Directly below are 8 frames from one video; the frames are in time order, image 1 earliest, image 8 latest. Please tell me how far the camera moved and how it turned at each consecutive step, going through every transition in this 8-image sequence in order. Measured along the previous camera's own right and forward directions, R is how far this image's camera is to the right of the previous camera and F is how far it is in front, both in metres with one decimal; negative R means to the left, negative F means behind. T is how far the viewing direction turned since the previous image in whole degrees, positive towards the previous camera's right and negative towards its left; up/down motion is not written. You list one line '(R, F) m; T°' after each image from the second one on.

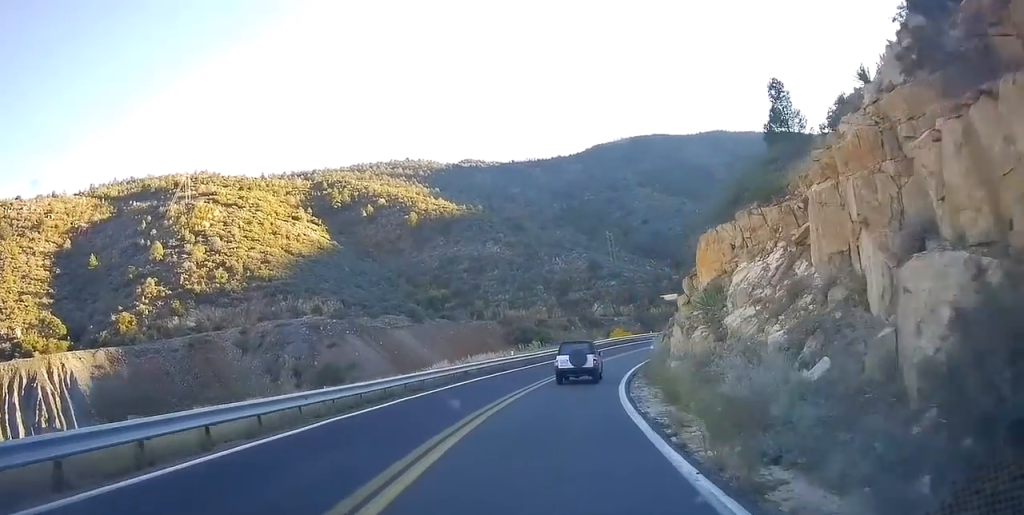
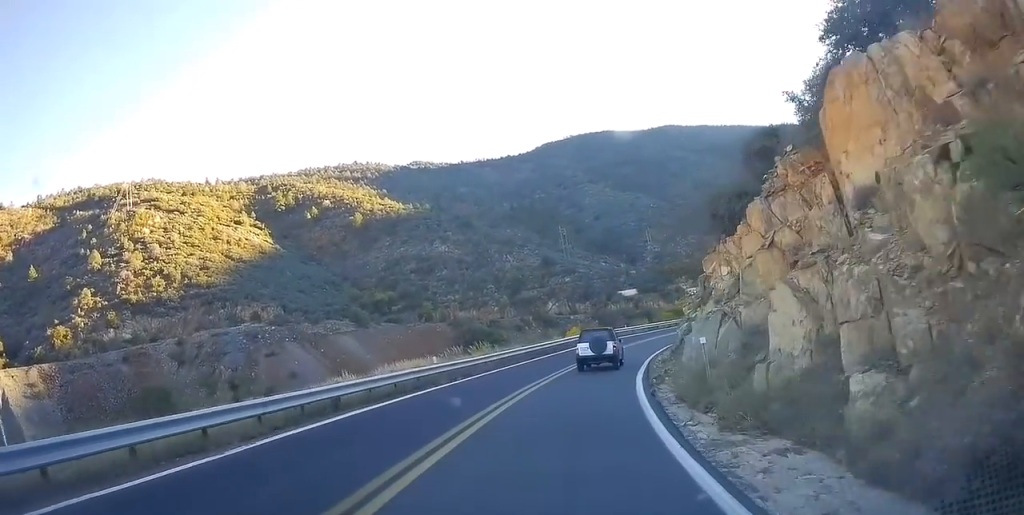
(+0.3, +13.8) m; +3°
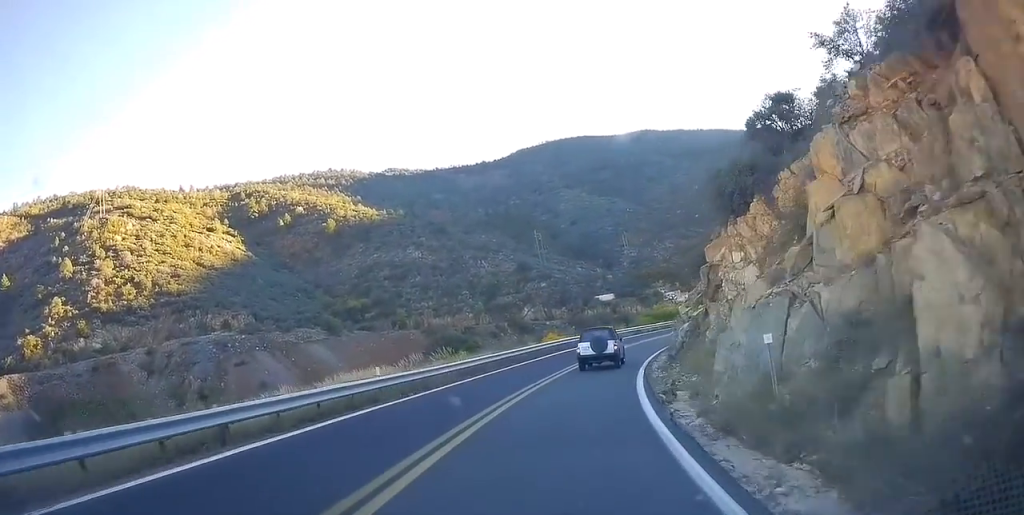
(-0.2, +4.8) m; +2°
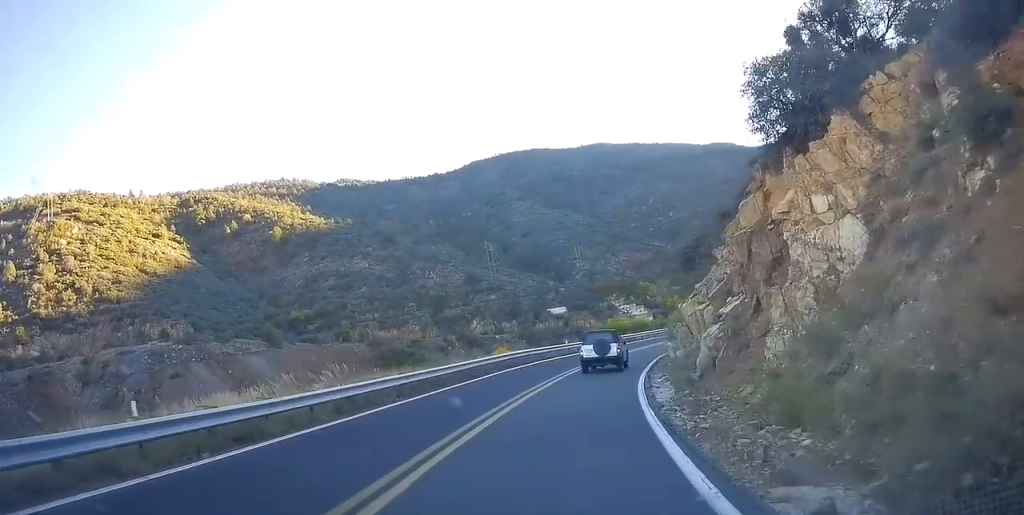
(+0.6, +9.6) m; +5°
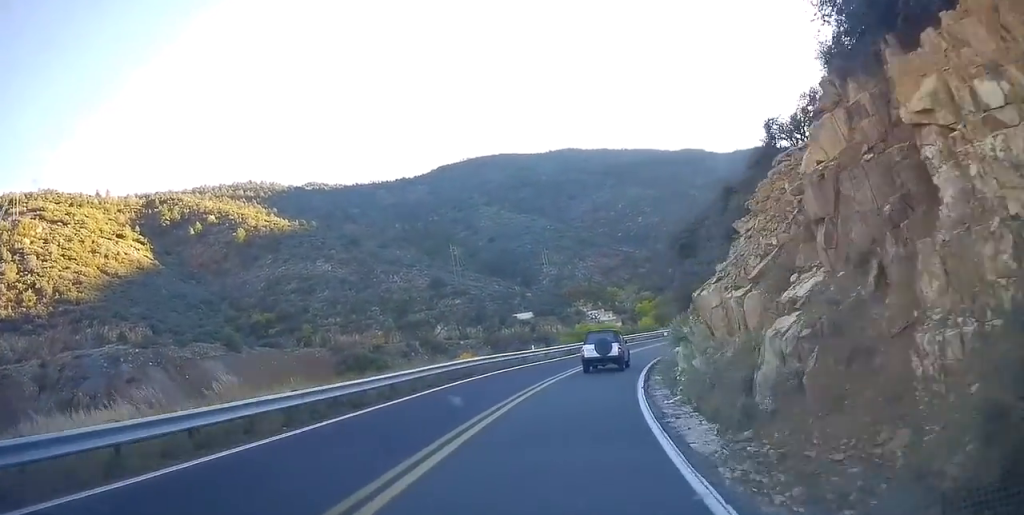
(+0.2, +6.1) m; +3°
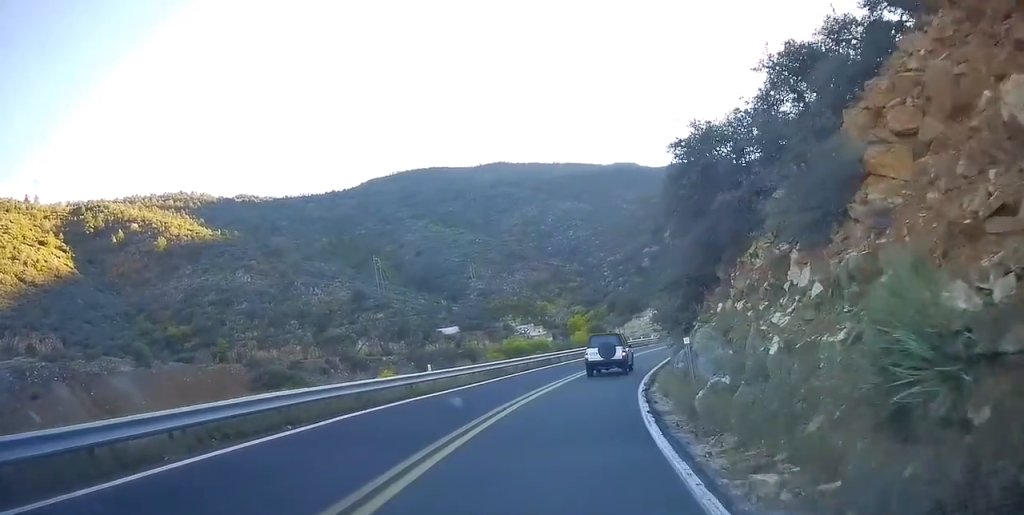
(+0.7, +13.2) m; +8°
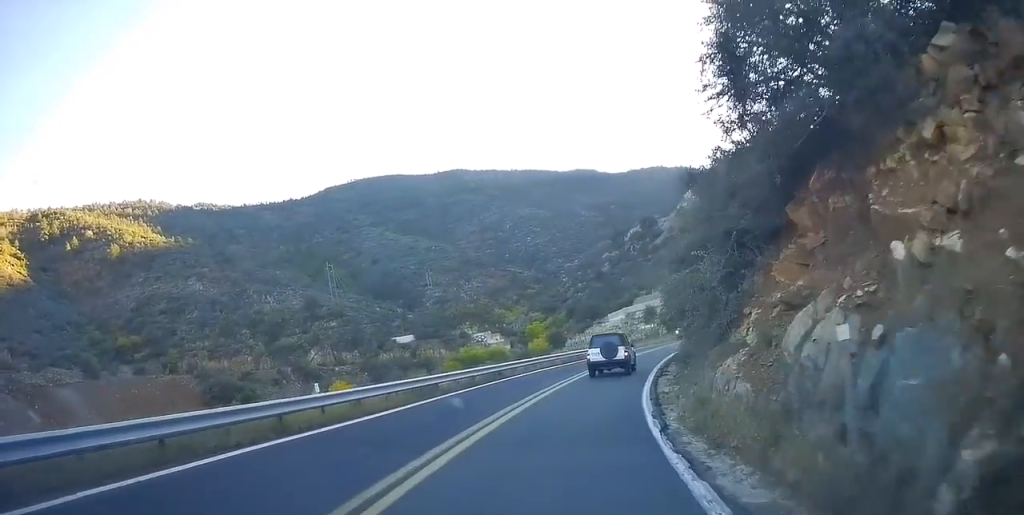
(-0.1, +7.4) m; +6°
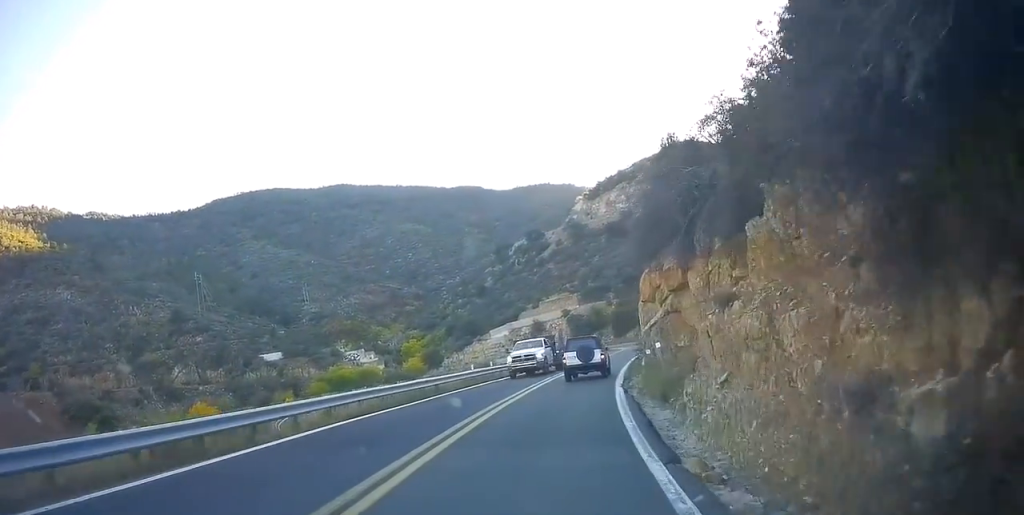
(+2.5, +18.5) m; +12°
